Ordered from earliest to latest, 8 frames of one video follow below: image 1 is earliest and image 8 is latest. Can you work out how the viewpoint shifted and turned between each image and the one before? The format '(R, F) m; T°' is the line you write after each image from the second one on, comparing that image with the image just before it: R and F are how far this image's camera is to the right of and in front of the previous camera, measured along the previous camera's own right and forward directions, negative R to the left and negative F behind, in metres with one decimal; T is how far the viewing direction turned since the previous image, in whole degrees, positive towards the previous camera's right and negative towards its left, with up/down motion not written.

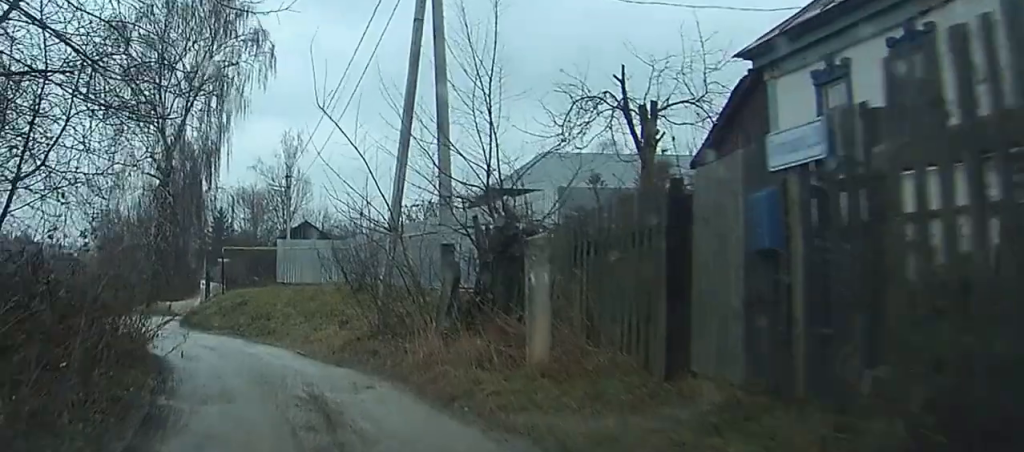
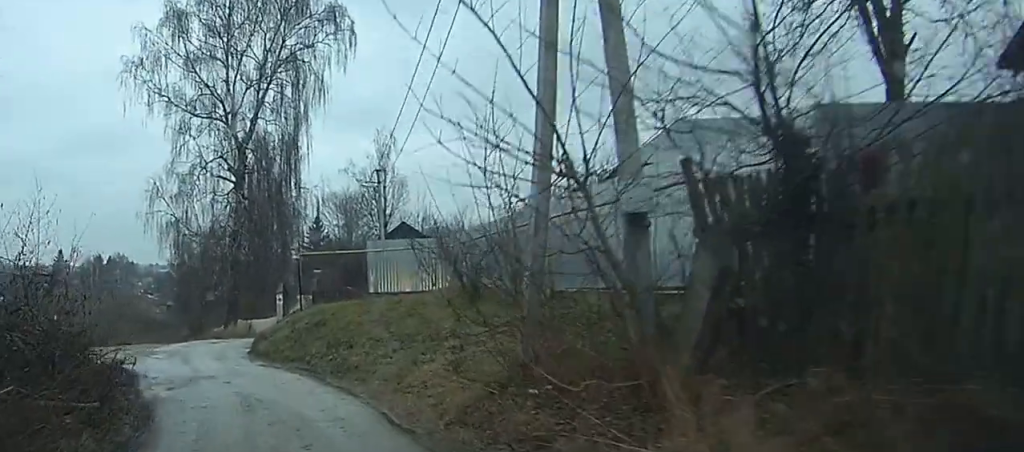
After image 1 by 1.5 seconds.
(+1.2, +7.4) m; +8°
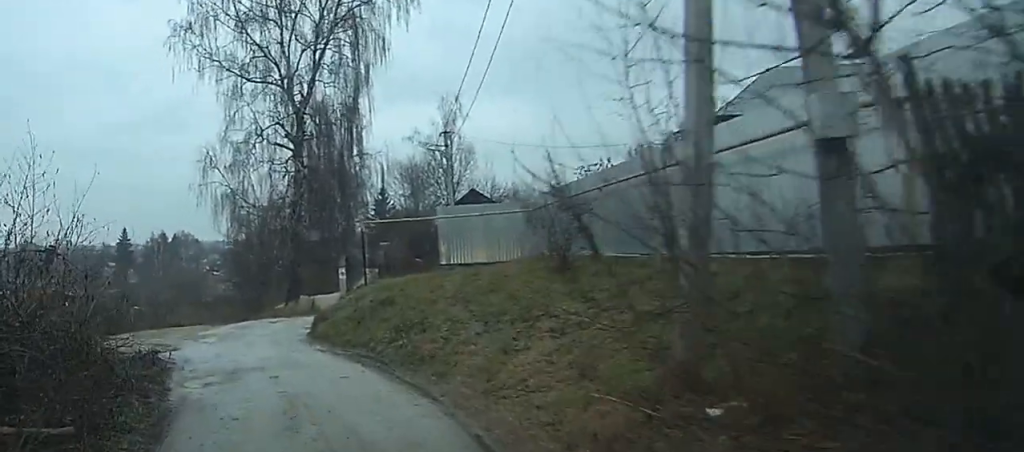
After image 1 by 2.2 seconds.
(-0.3, +3.0) m; -9°
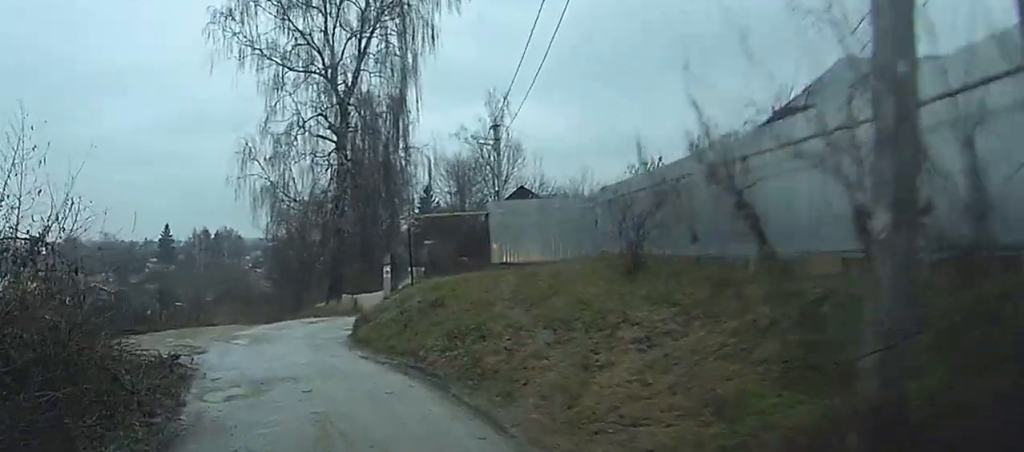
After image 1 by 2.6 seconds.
(-0.1, +2.0) m; -4°
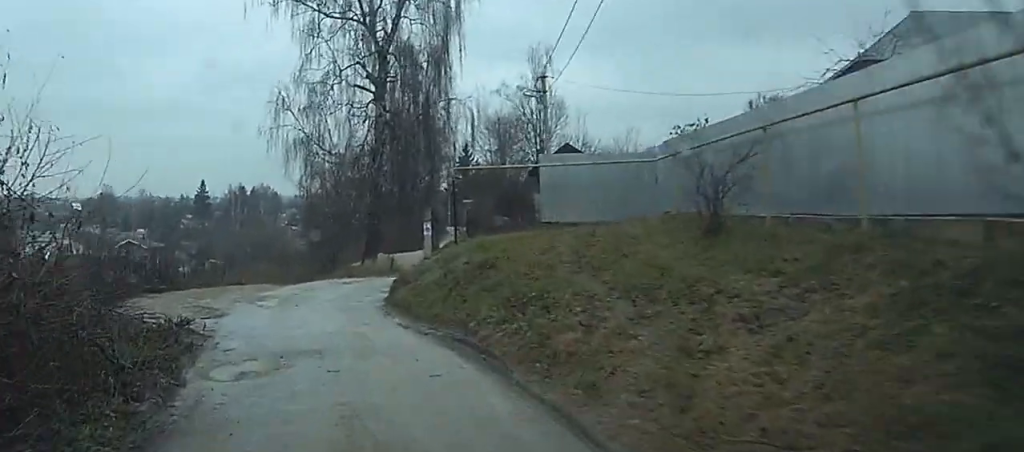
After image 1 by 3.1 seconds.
(-0.1, +2.1) m; -3°
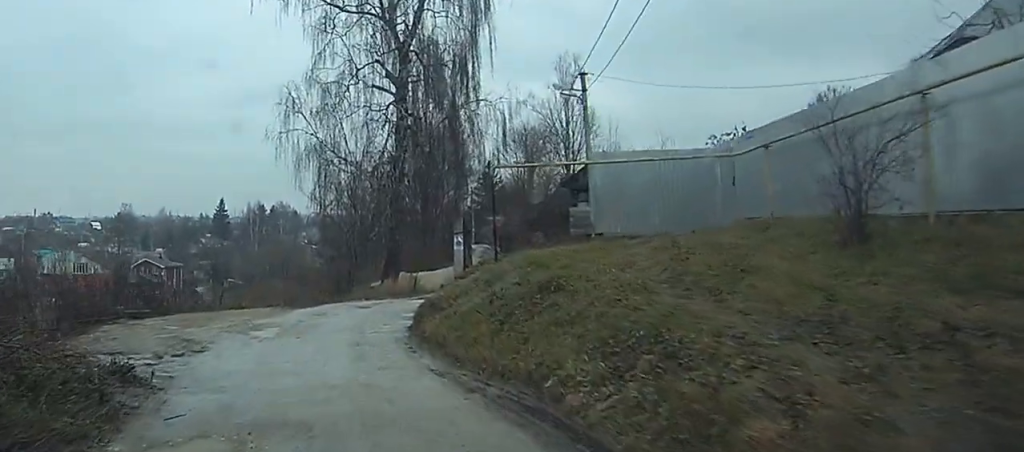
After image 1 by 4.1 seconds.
(-0.1, +3.8) m; 0°
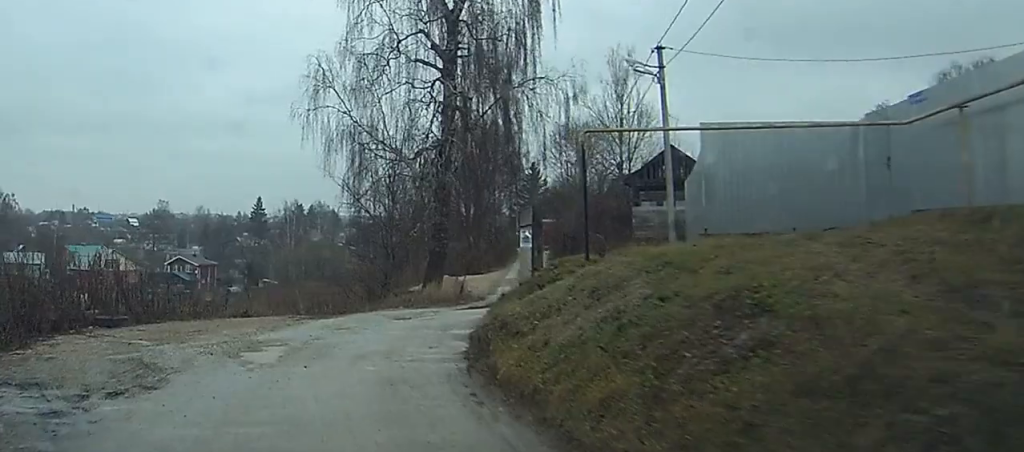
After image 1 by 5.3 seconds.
(0.0, +4.4) m; -4°
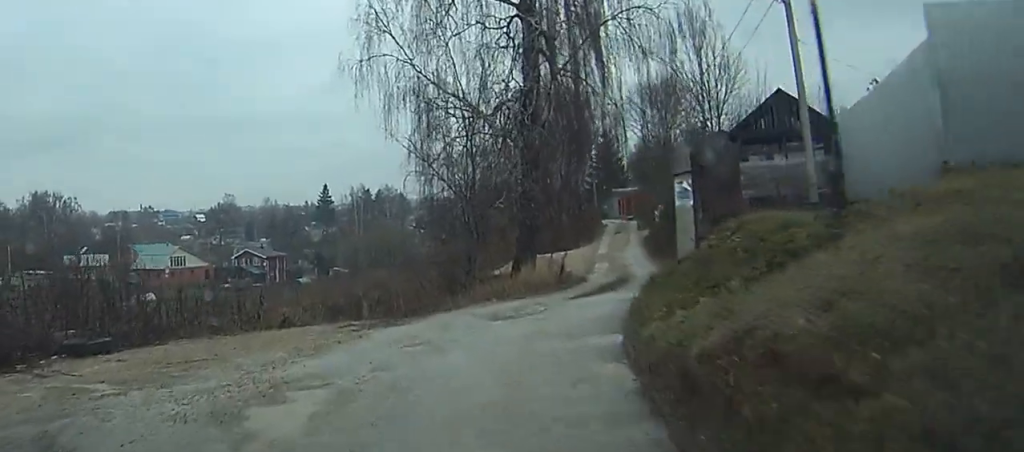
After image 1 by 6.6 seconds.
(-0.4, +4.7) m; -4°
